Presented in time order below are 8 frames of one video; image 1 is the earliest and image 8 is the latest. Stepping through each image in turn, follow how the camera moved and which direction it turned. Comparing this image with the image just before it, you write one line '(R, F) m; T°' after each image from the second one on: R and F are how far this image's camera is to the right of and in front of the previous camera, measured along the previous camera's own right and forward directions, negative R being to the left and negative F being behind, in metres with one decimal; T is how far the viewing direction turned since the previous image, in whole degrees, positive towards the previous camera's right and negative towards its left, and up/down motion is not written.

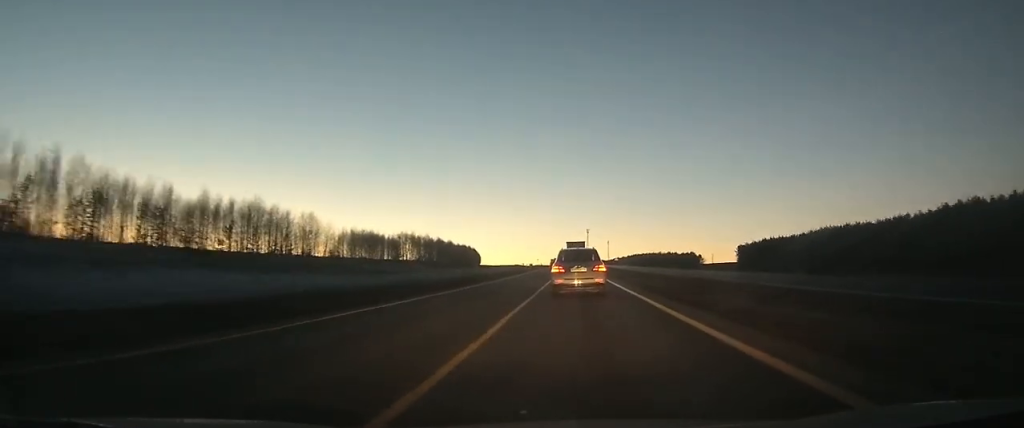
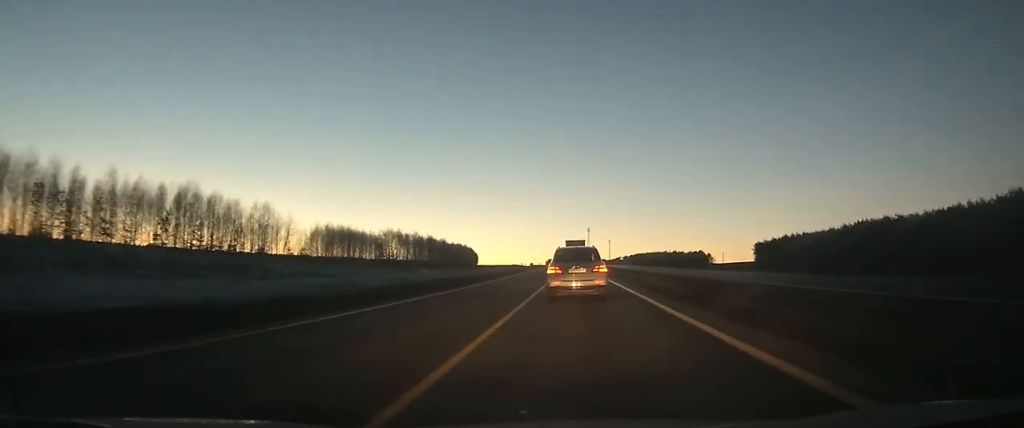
(0.0, +24.0) m; 0°
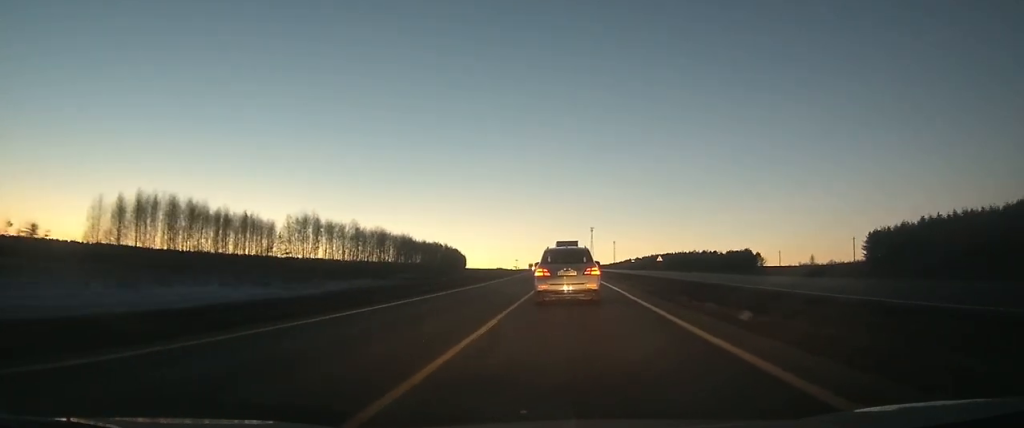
(-0.4, +89.0) m; -2°
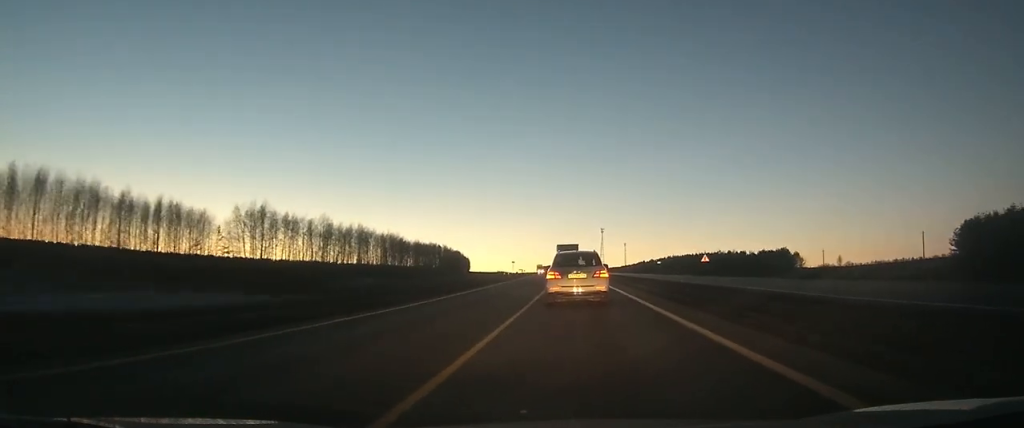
(-0.4, +35.0) m; 0°
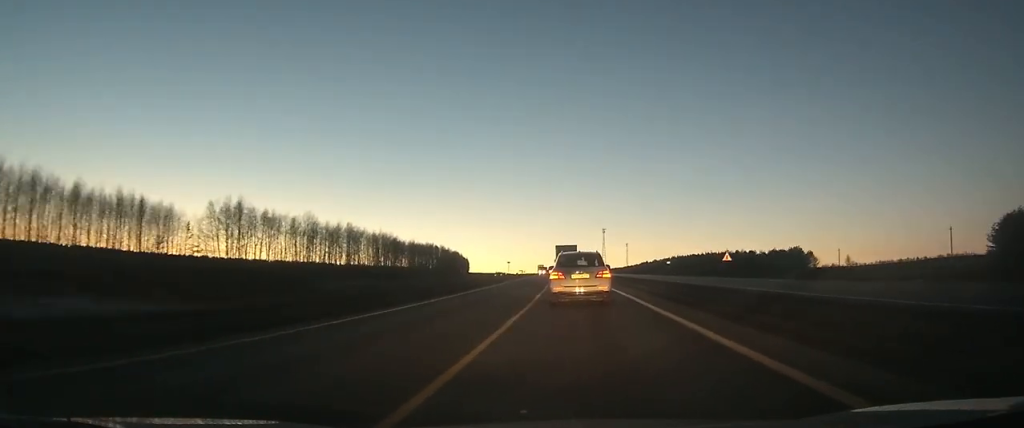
(+0.1, +11.8) m; 0°
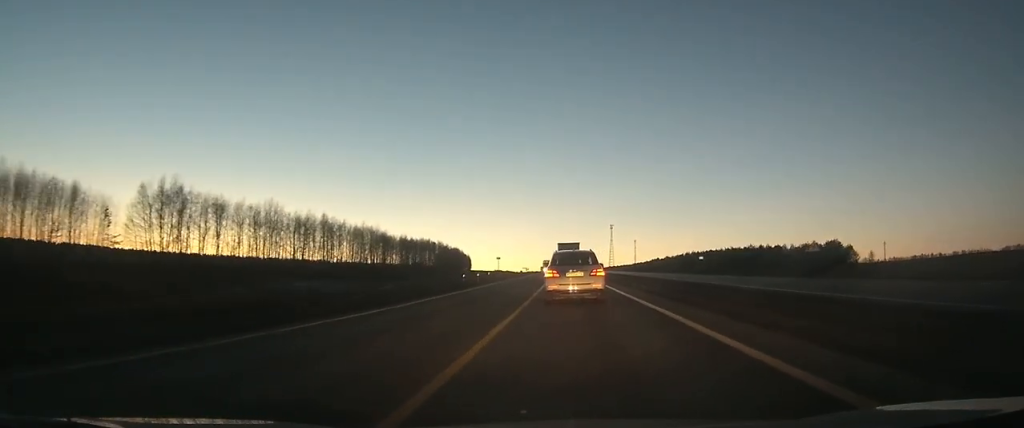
(+0.1, +25.4) m; 0°
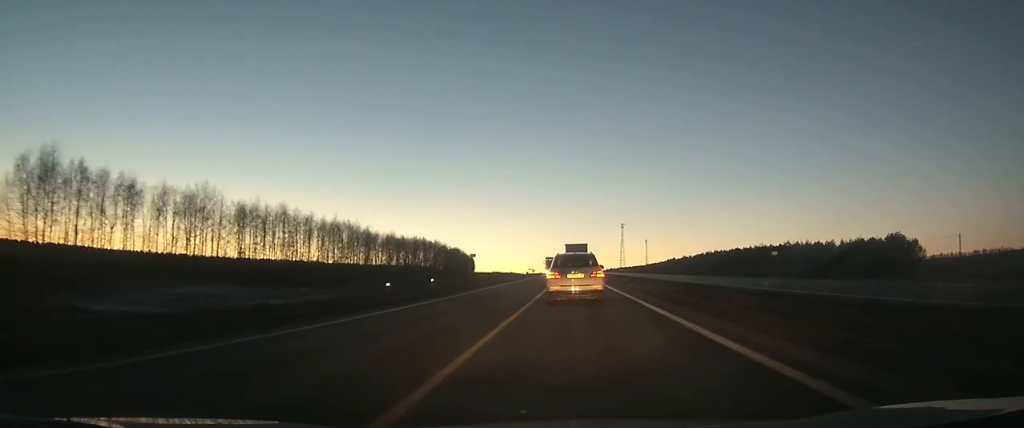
(-0.1, +32.0) m; 0°
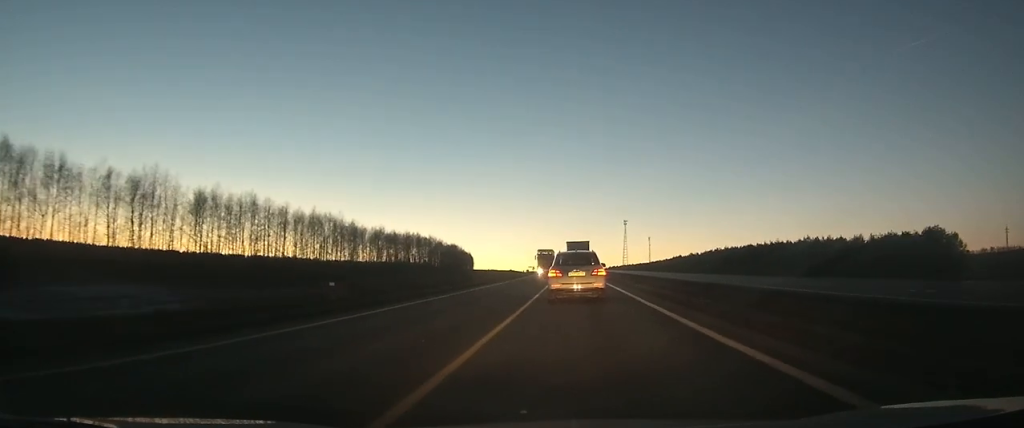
(0.0, +16.4) m; 0°
